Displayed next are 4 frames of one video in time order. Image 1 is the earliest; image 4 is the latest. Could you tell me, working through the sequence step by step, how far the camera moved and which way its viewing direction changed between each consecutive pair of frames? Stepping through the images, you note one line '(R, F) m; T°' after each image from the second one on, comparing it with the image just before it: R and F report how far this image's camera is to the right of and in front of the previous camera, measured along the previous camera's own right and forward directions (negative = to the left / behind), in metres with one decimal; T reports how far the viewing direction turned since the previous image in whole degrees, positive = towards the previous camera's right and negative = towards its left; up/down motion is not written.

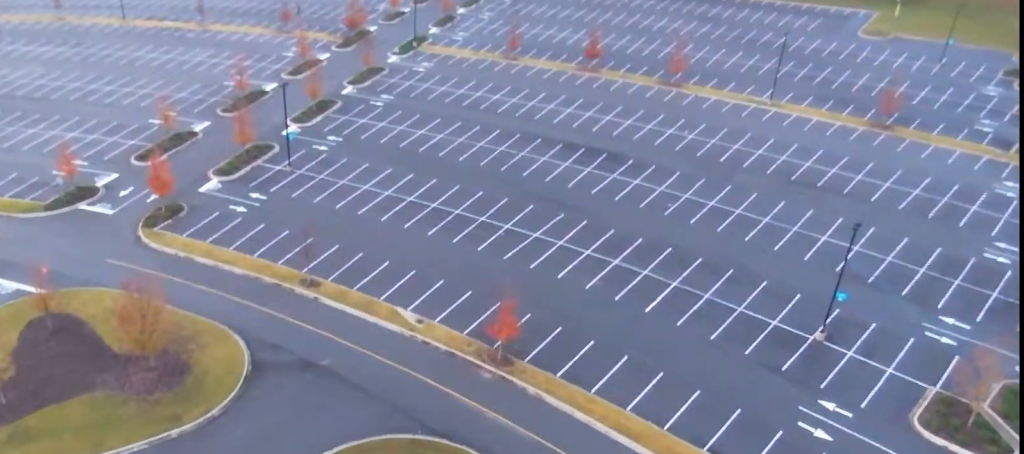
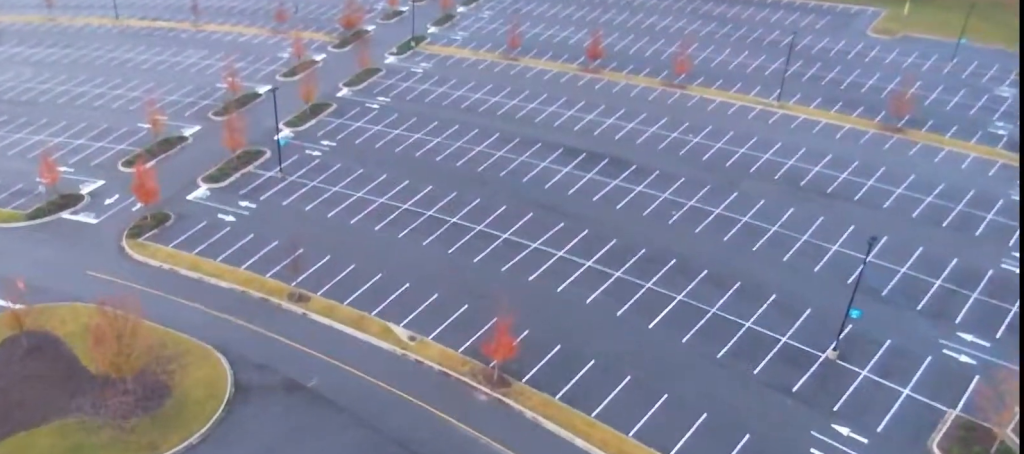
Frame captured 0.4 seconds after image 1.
(0.0, +1.3) m; 0°
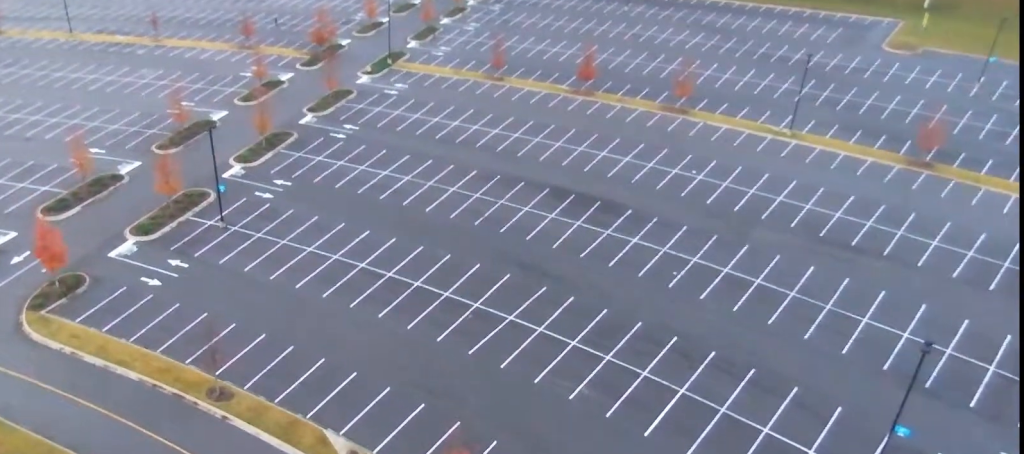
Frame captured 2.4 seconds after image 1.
(0.0, +9.2) m; 0°
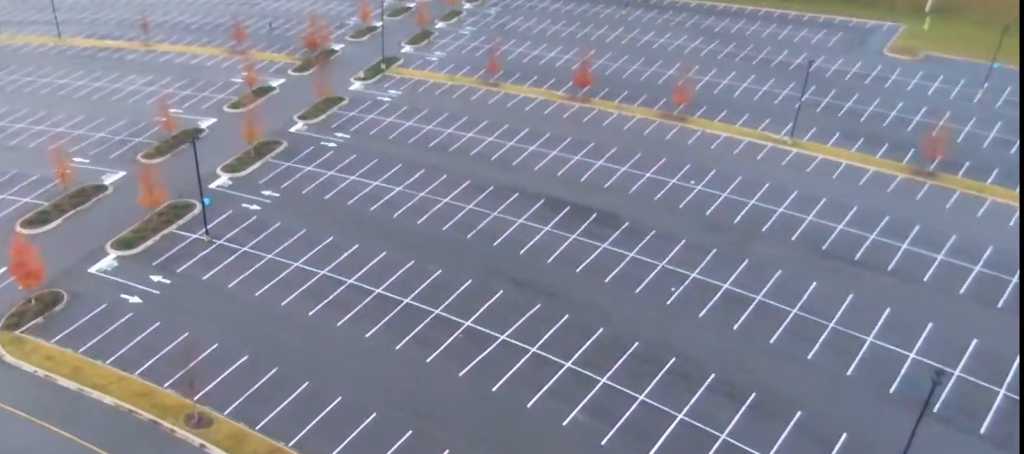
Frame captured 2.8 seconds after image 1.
(0.0, +1.3) m; 0°
